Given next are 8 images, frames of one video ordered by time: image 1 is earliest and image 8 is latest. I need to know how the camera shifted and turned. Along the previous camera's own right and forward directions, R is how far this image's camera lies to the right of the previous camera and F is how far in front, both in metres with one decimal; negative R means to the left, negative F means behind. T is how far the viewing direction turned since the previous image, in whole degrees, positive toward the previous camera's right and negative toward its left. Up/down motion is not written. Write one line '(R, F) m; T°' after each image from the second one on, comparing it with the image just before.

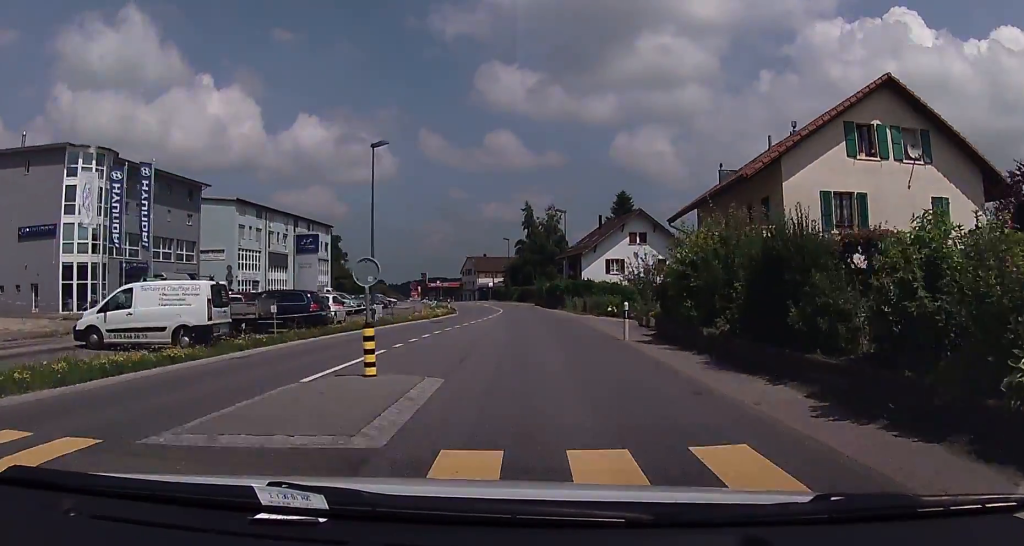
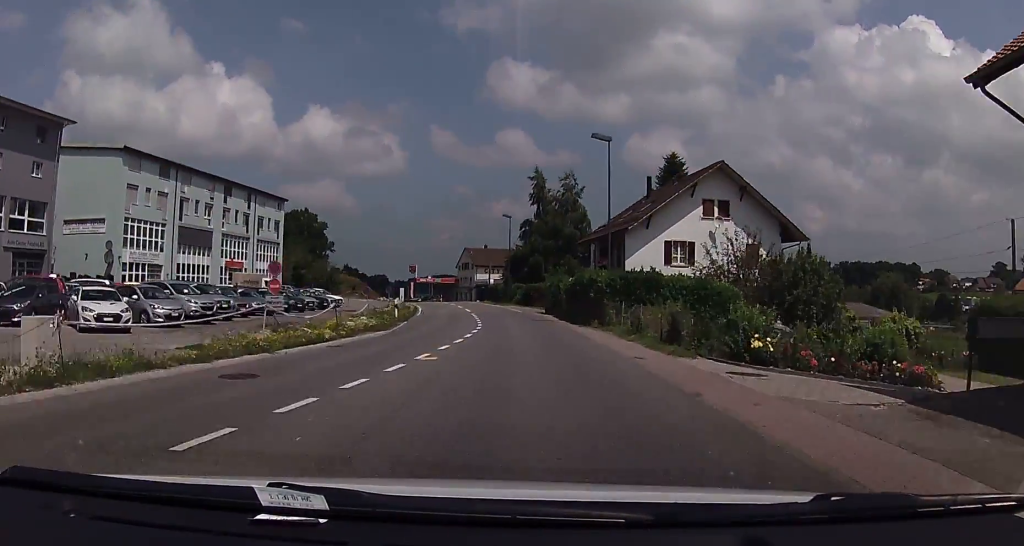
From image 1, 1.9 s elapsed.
(0.0, +26.1) m; -1°
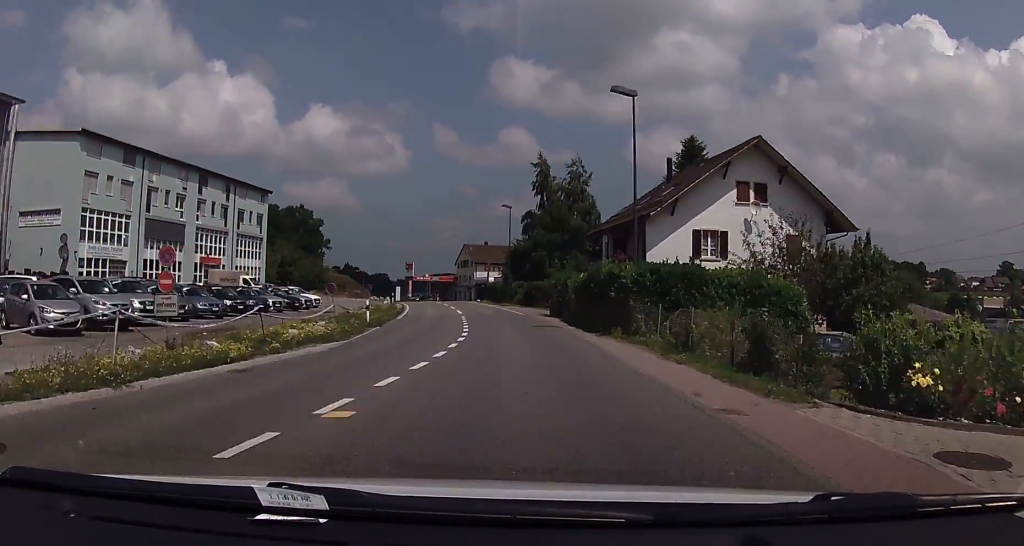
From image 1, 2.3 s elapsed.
(+0.1, +6.5) m; -1°
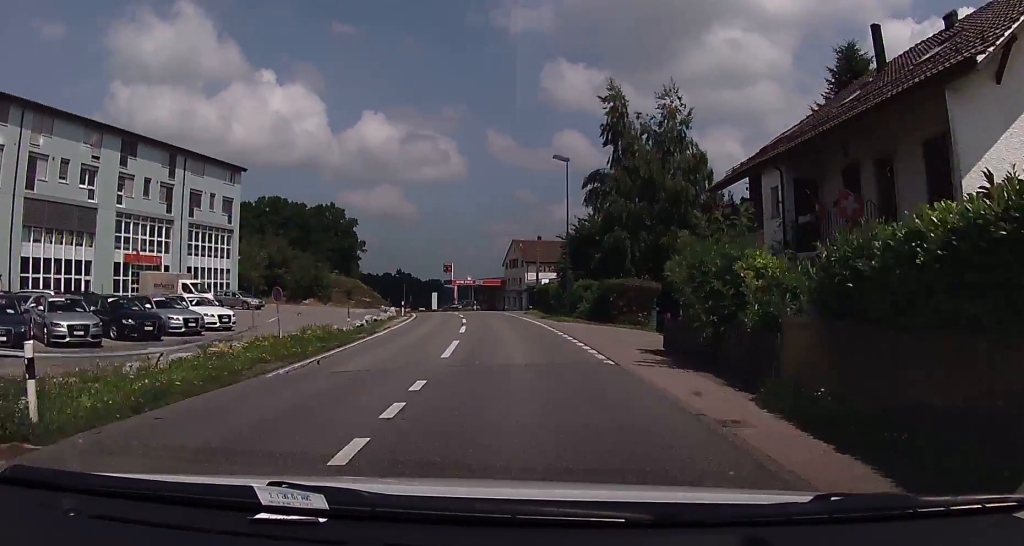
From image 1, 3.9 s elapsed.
(-0.6, +22.4) m; -3°
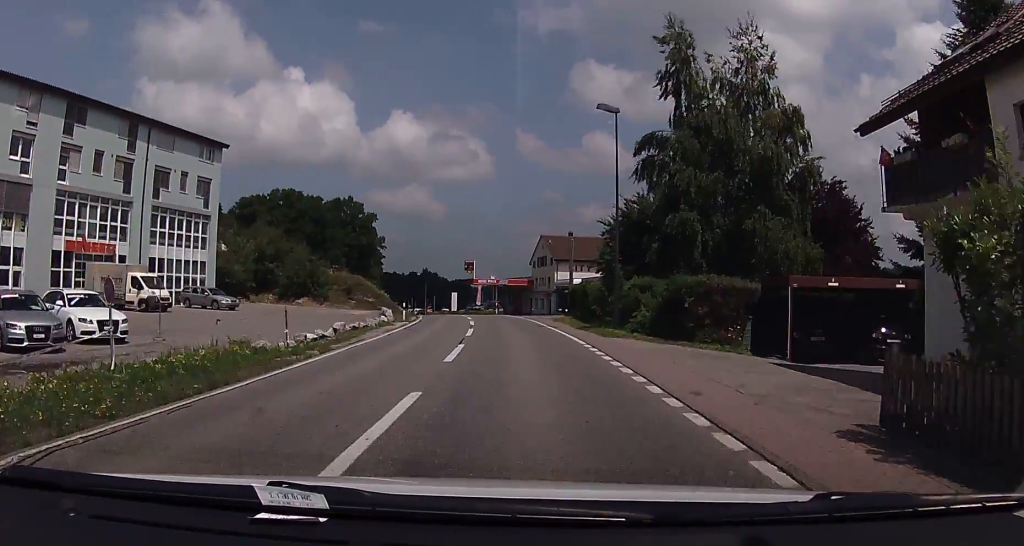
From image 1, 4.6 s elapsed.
(-0.1, +9.9) m; -2°
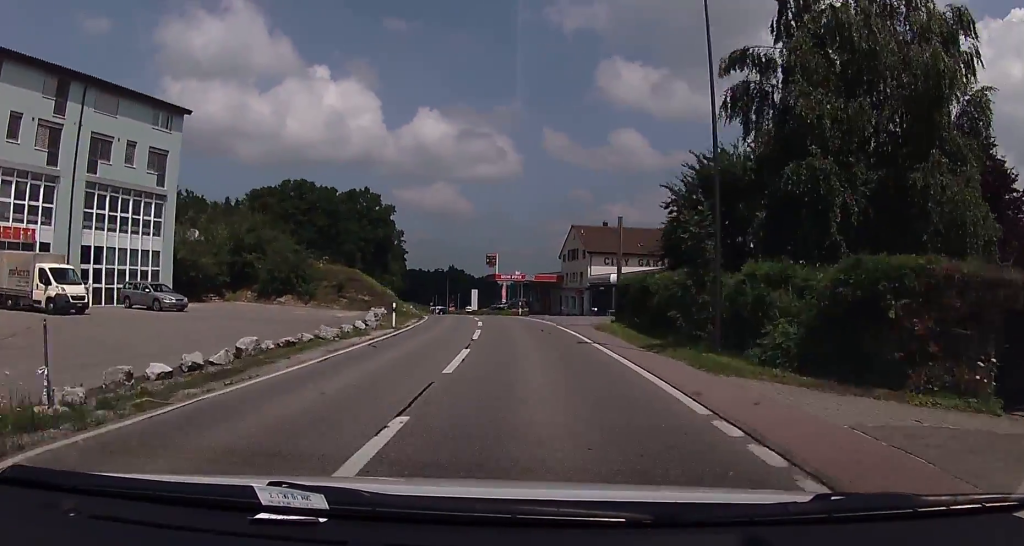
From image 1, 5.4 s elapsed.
(-0.4, +10.6) m; -3°
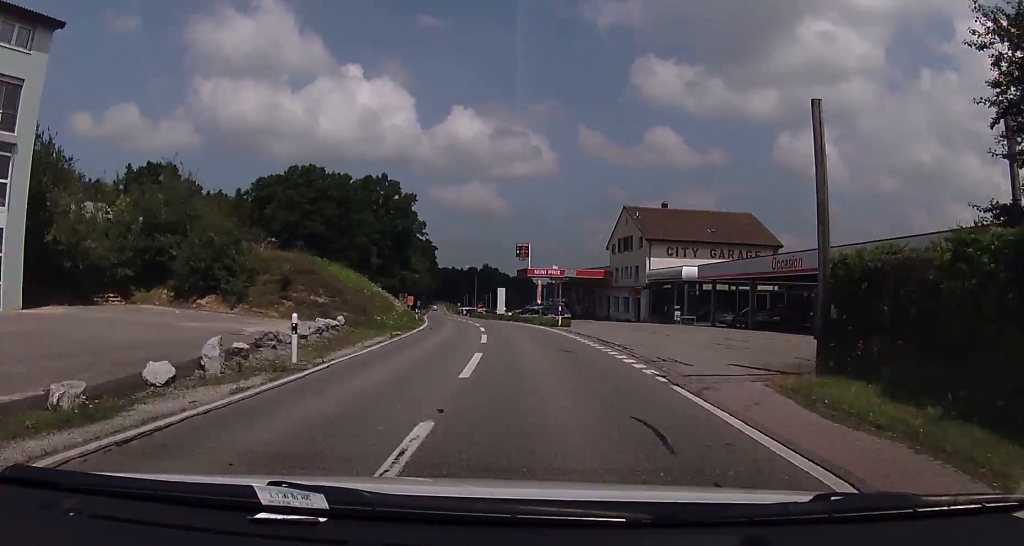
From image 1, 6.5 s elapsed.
(-0.5, +16.9) m; -3°
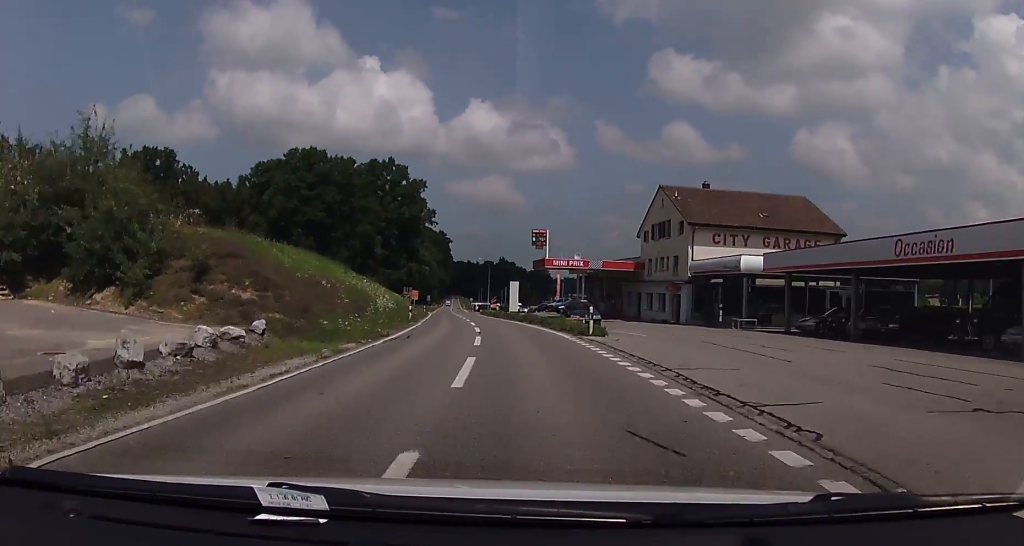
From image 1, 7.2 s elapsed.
(-0.2, +9.9) m; -1°
